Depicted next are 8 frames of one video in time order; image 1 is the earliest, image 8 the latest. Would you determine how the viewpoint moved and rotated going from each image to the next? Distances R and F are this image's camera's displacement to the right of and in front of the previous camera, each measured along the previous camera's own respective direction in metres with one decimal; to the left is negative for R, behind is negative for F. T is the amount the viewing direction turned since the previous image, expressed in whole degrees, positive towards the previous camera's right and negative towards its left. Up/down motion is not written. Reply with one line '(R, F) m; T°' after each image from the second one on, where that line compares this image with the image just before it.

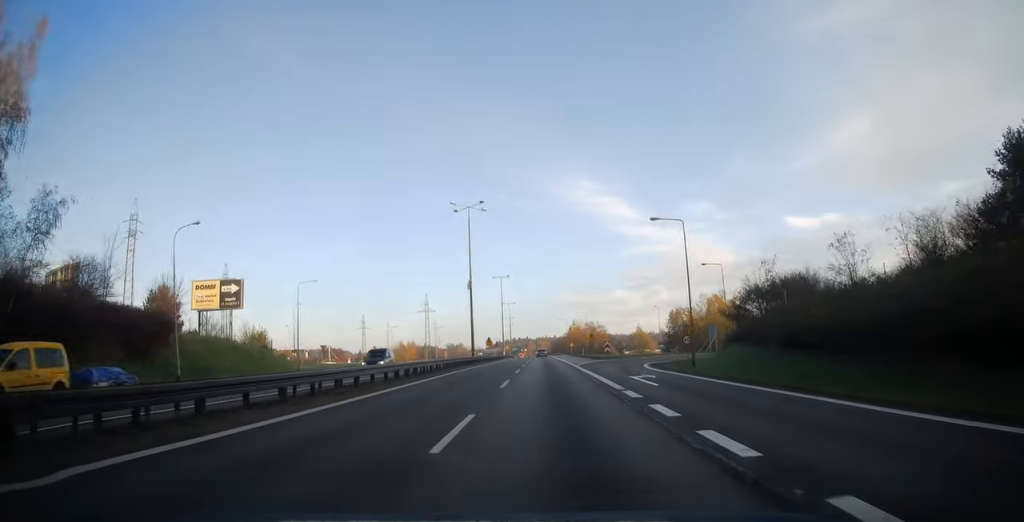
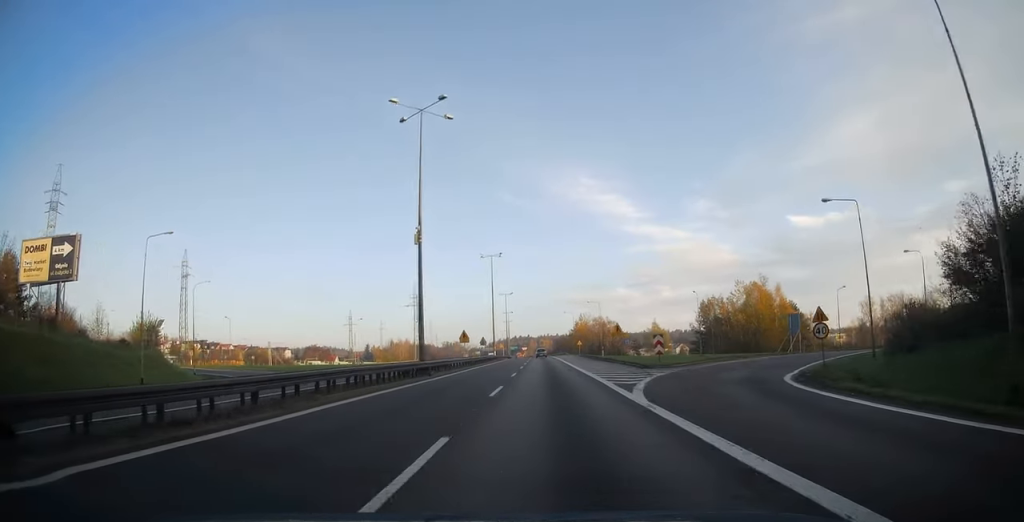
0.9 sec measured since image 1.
(0.0, +27.2) m; 0°
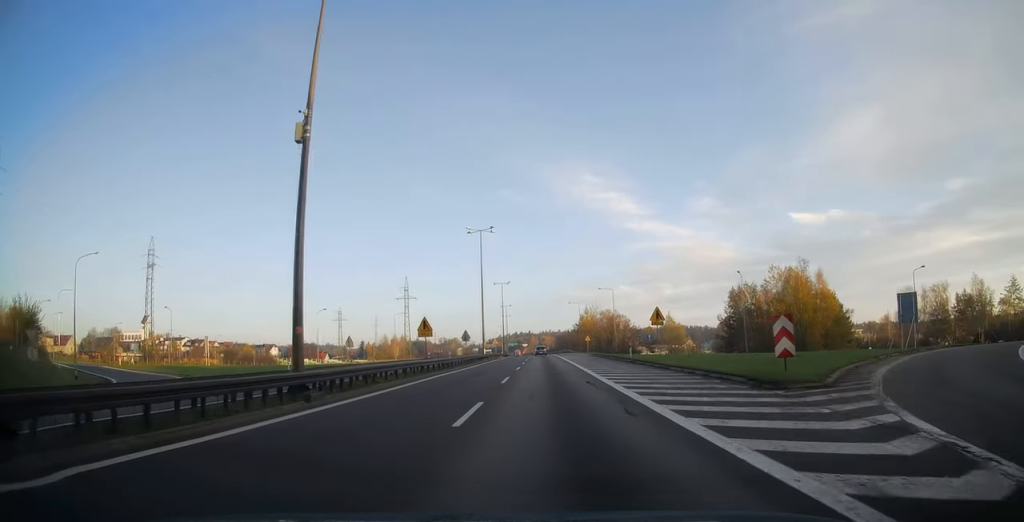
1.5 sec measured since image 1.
(0.0, +18.6) m; 0°
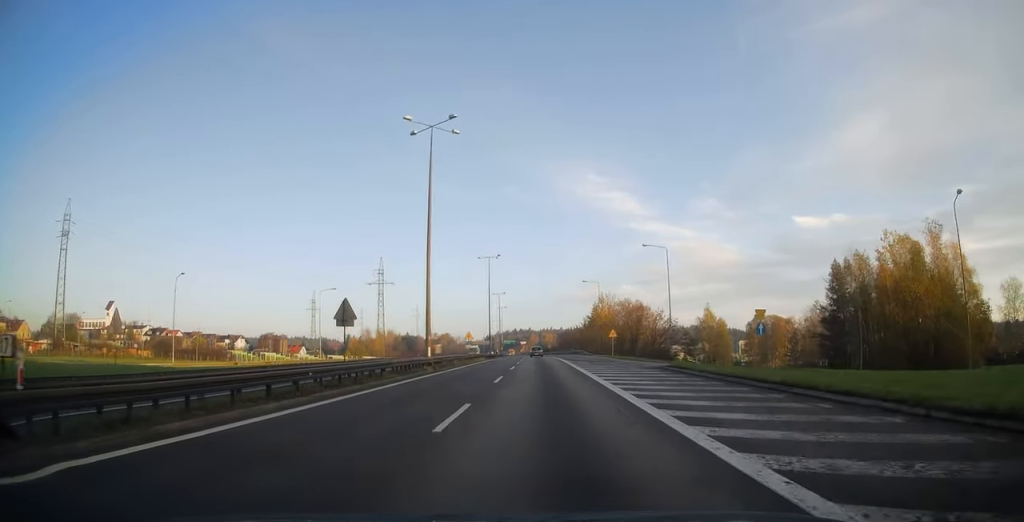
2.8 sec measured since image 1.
(0.0, +37.3) m; 0°
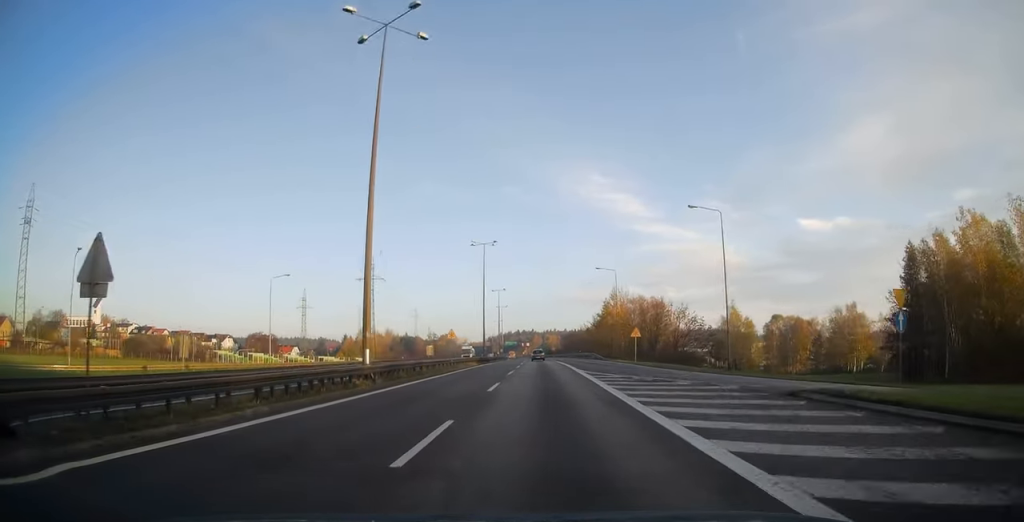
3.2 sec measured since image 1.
(0.0, +14.6) m; 0°
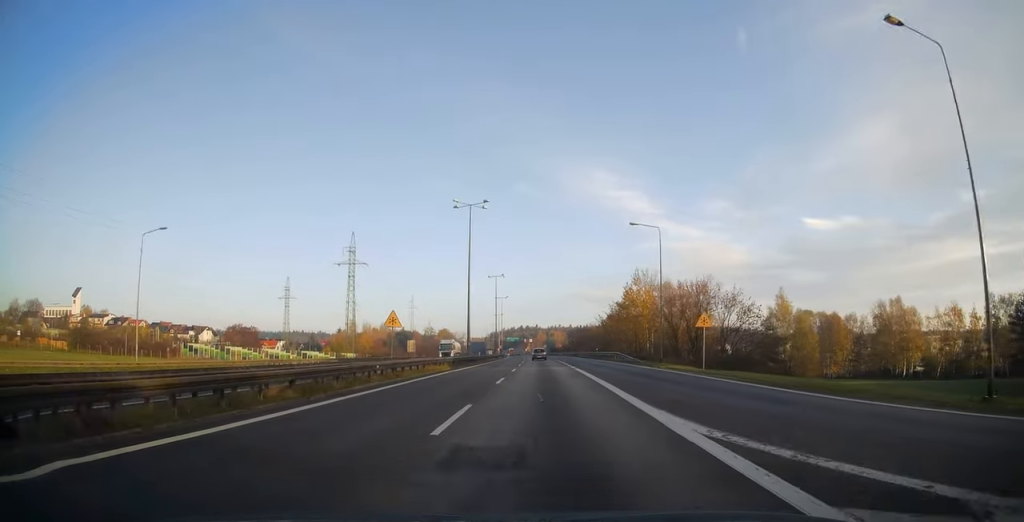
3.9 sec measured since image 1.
(-0.1, +21.7) m; 0°
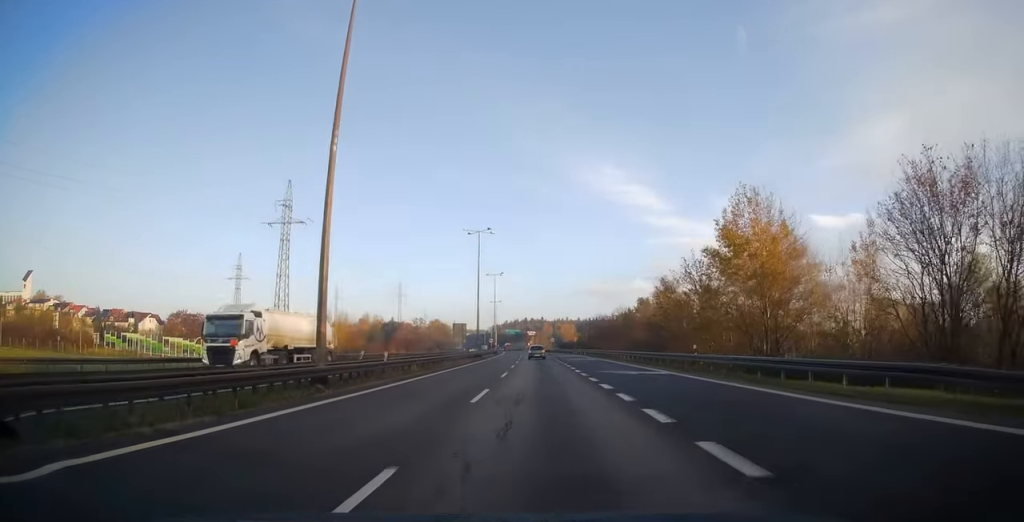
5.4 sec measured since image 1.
(-0.2, +43.6) m; -1°
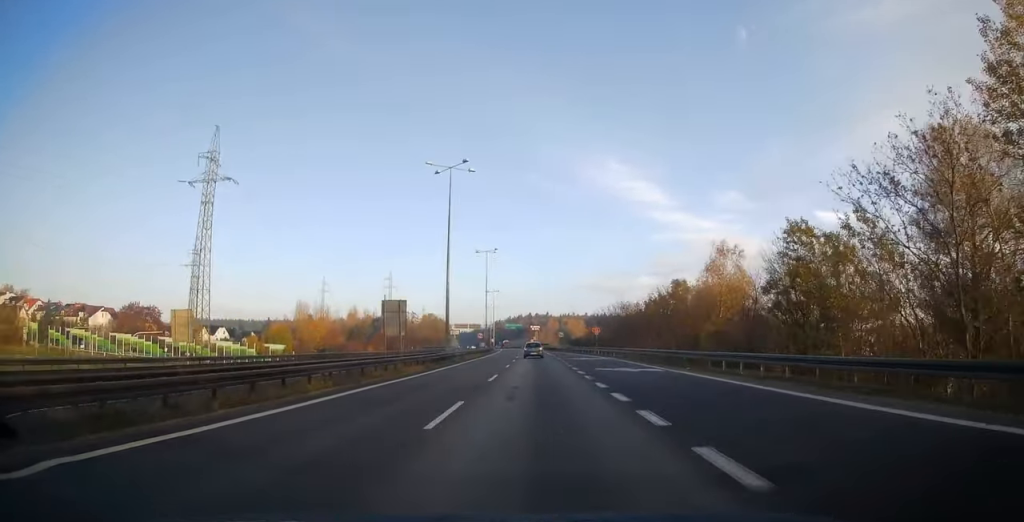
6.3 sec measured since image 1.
(-0.2, +28.8) m; -1°
